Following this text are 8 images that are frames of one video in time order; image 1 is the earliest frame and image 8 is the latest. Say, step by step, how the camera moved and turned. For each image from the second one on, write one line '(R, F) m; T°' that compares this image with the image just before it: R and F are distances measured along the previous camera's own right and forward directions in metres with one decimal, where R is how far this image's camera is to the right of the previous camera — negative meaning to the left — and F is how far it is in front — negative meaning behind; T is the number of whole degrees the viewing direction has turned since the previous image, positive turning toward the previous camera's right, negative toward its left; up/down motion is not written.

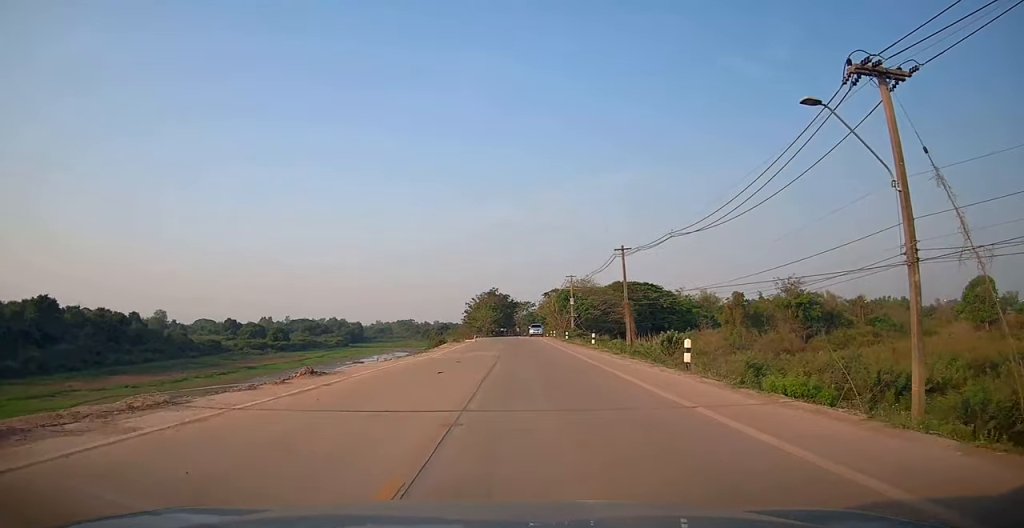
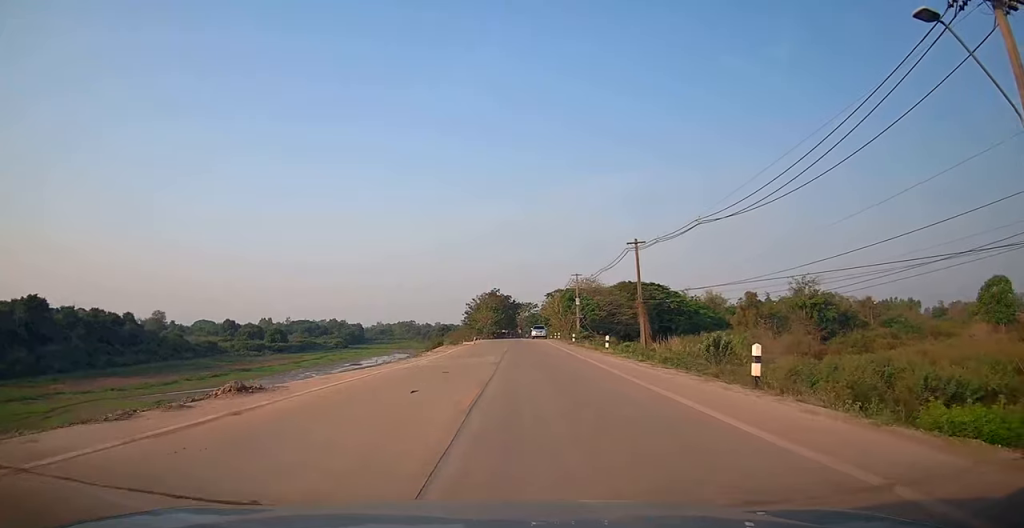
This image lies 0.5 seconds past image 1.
(0.0, +4.6) m; 0°
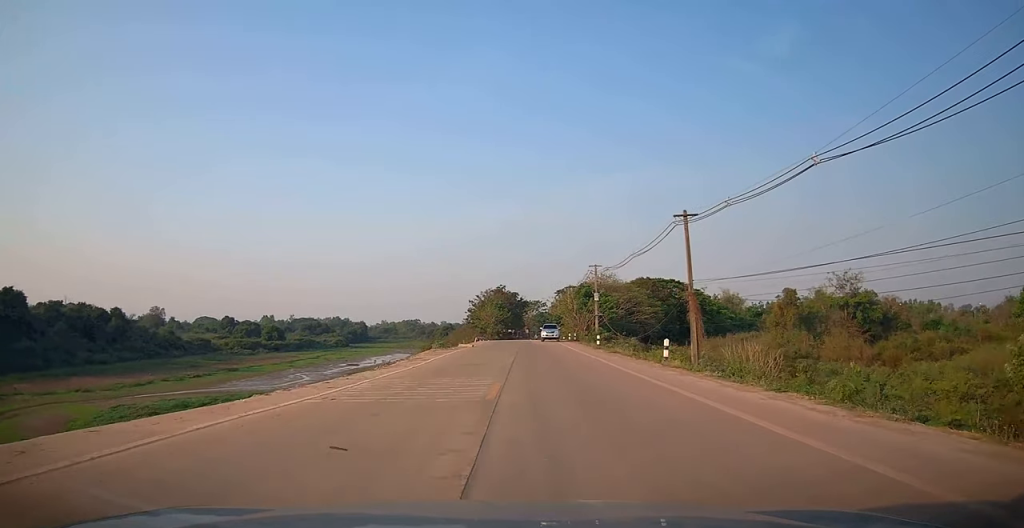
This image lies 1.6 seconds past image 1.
(-0.1, +11.1) m; 0°
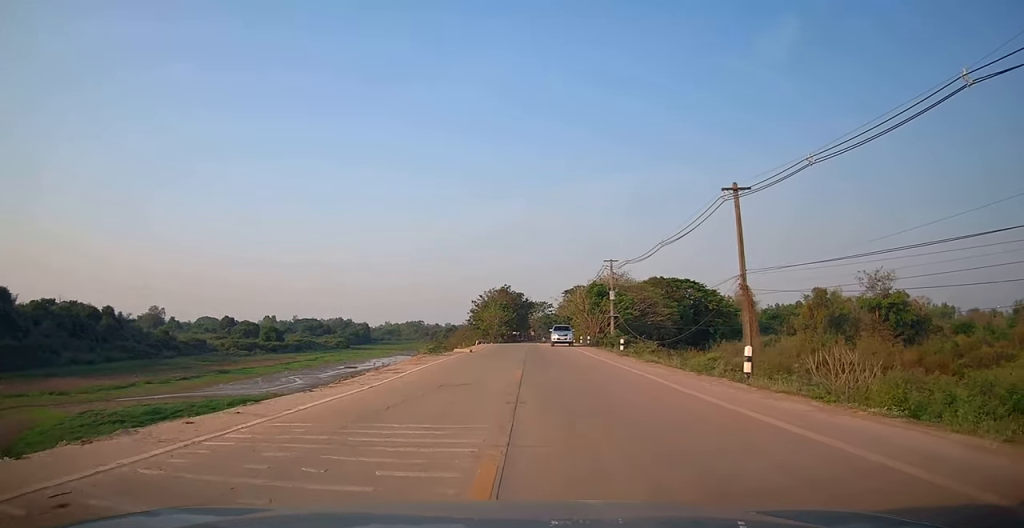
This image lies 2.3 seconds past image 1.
(0.0, +7.0) m; 0°
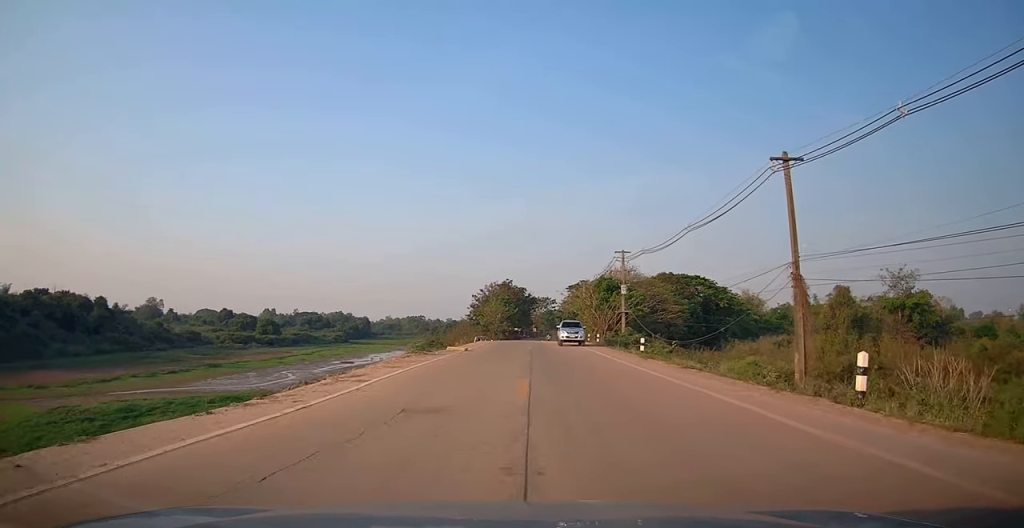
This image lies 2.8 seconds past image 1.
(0.0, +4.9) m; 0°
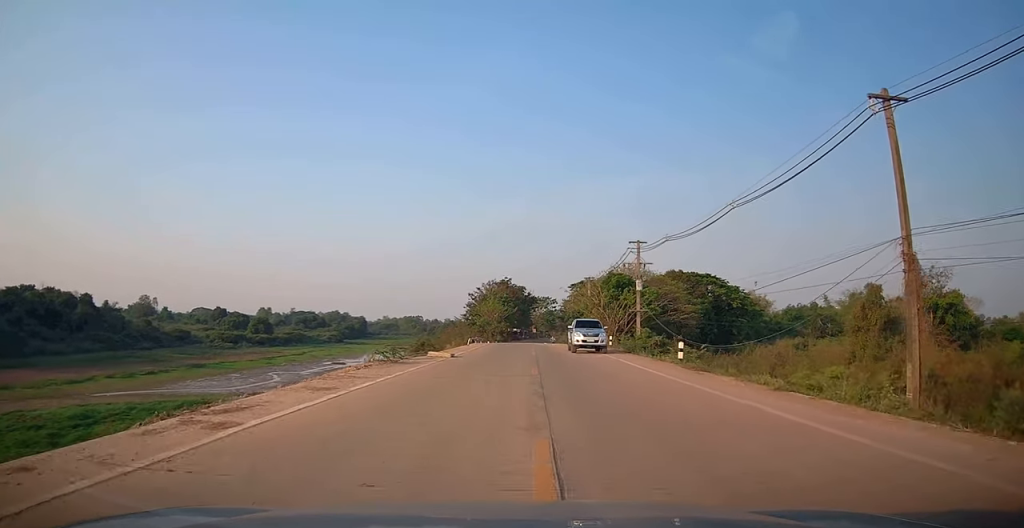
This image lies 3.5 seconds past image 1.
(0.0, +6.8) m; 0°
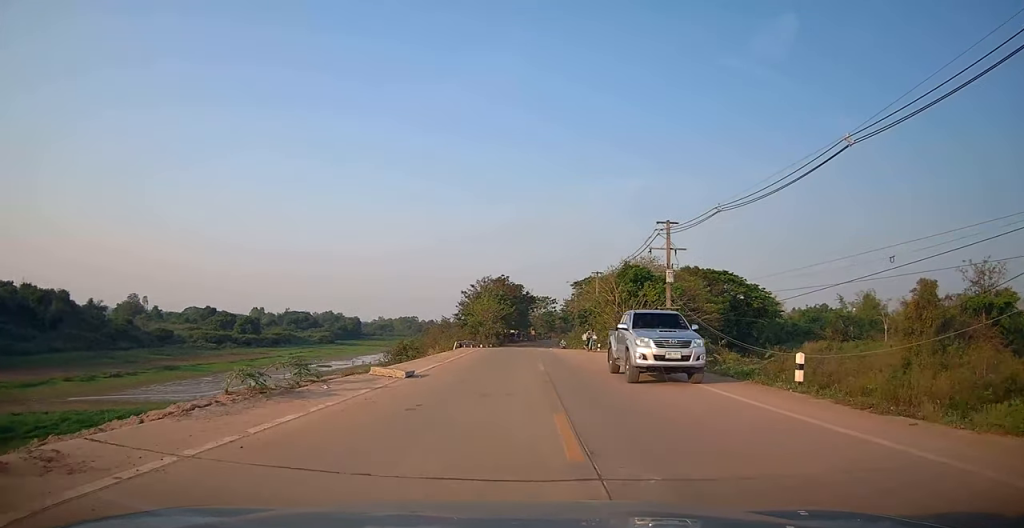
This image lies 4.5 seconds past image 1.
(-0.1, +9.8) m; 0°
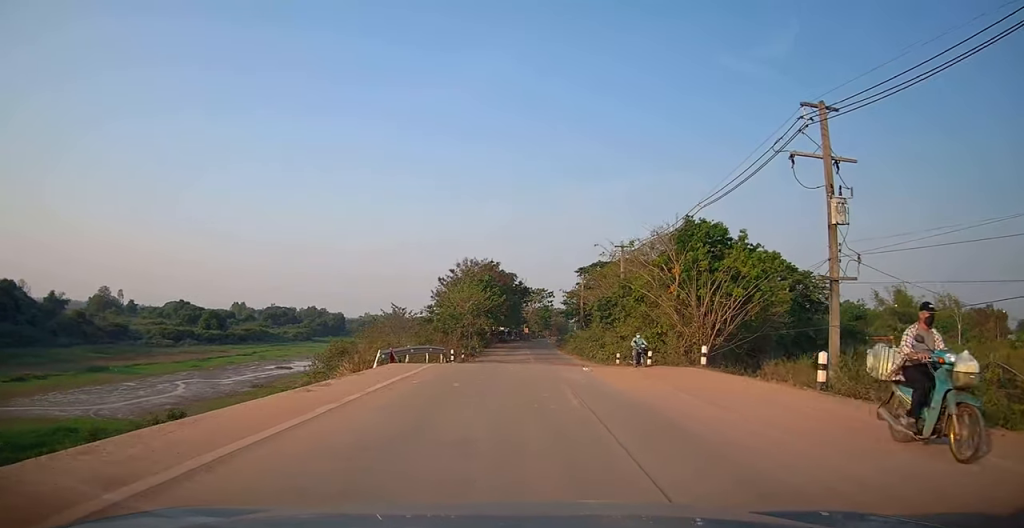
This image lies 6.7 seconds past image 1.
(-0.8, +20.7) m; -1°
